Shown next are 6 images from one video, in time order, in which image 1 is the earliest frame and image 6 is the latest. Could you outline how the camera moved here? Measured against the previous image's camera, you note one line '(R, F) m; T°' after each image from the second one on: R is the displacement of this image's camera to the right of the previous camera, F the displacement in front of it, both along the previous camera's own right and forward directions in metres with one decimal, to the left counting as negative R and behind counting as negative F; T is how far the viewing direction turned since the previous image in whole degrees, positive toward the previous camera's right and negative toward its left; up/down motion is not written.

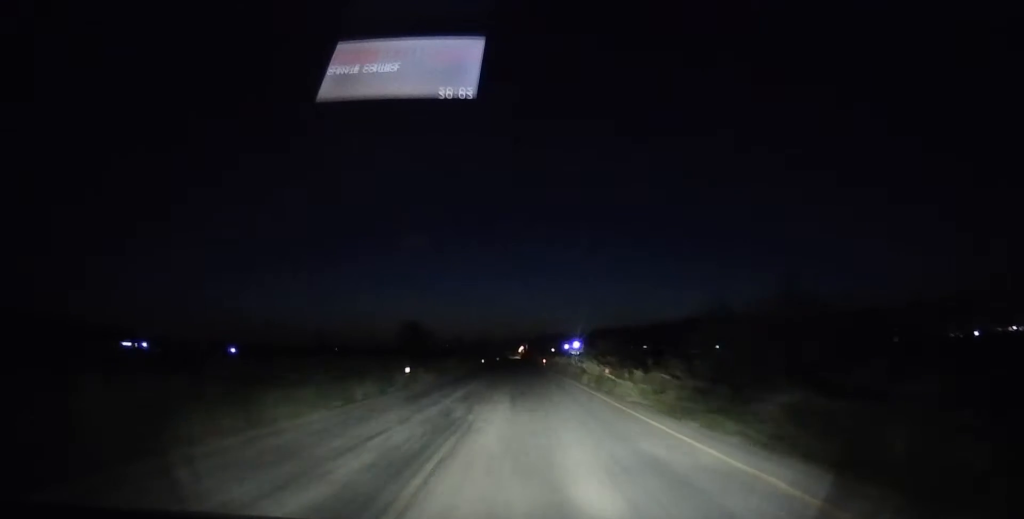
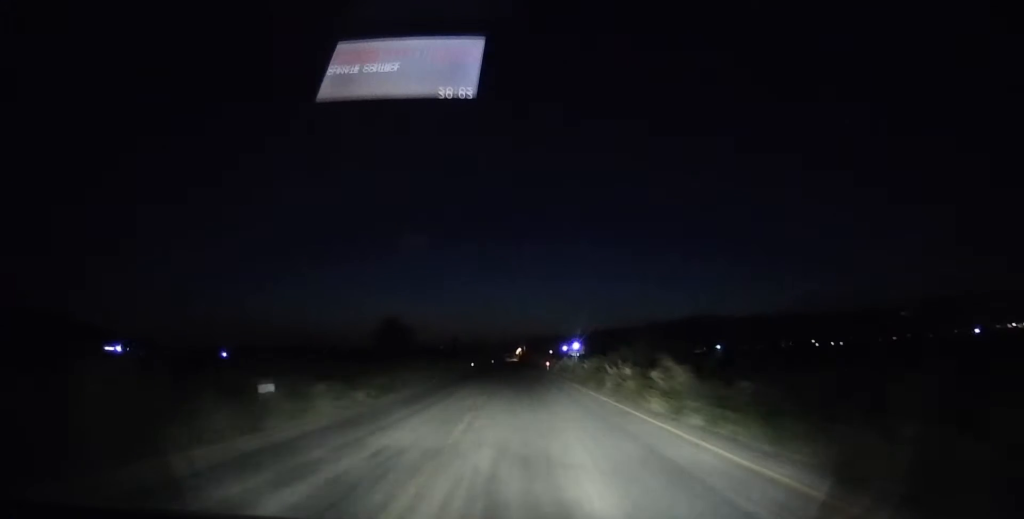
(0.0, +14.3) m; 0°
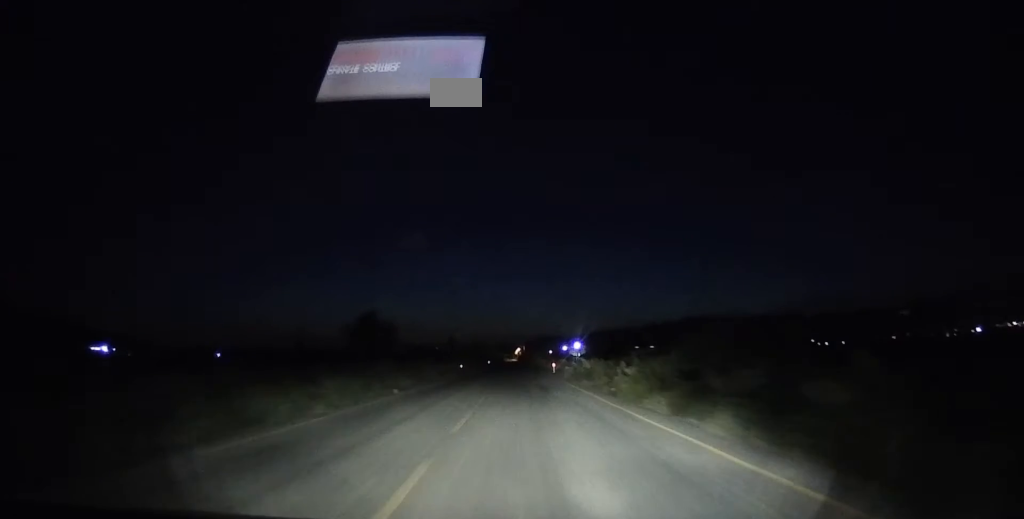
(0.0, +11.8) m; 0°
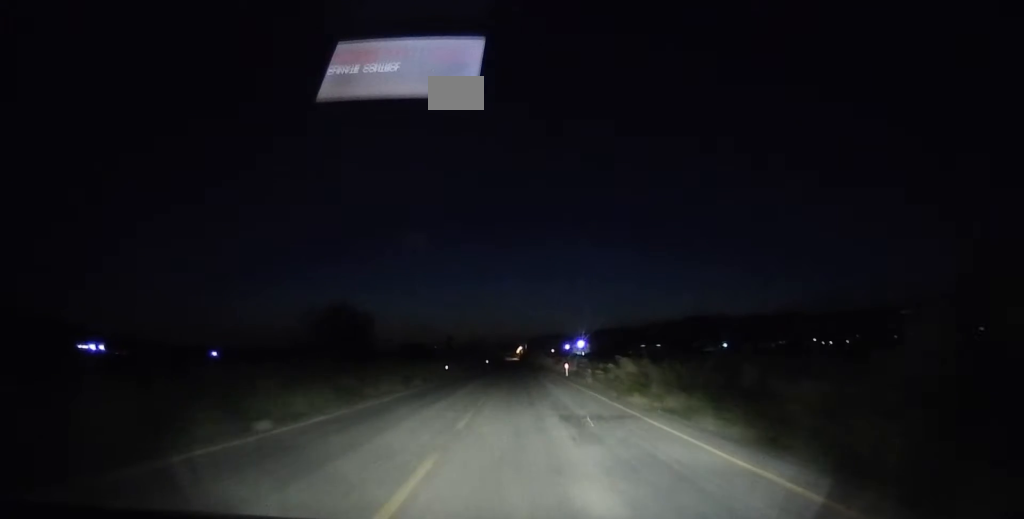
(0.0, +11.8) m; 0°
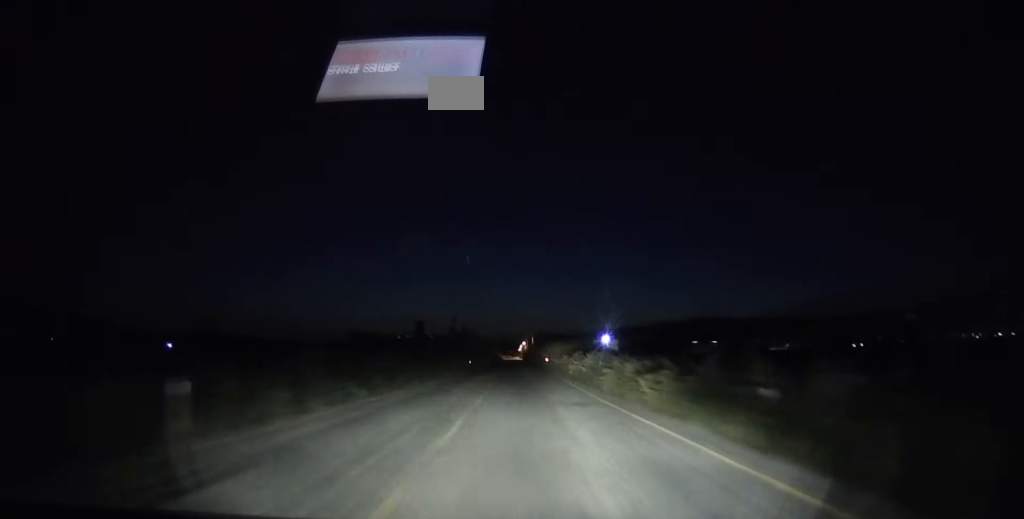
(+0.7, +93.3) m; 0°
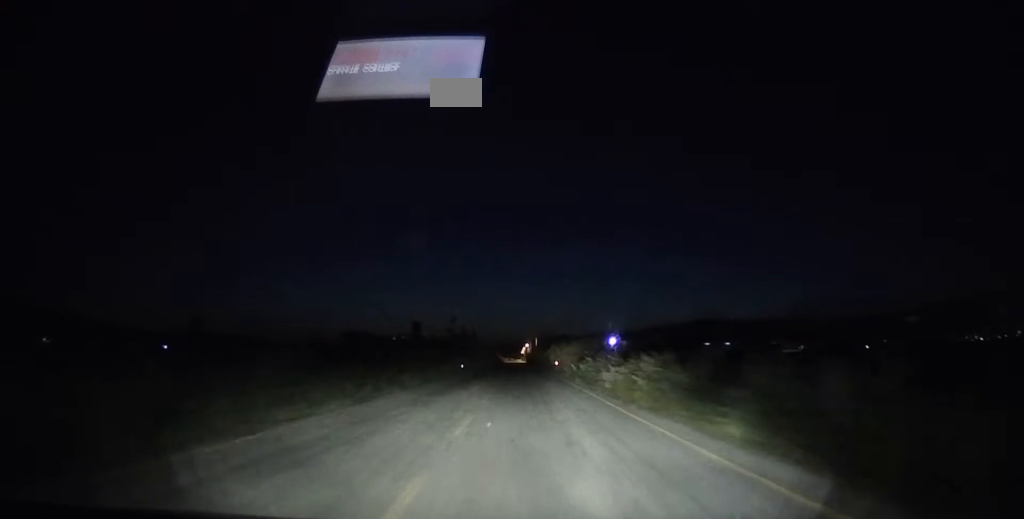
(0.0, +12.2) m; 0°
